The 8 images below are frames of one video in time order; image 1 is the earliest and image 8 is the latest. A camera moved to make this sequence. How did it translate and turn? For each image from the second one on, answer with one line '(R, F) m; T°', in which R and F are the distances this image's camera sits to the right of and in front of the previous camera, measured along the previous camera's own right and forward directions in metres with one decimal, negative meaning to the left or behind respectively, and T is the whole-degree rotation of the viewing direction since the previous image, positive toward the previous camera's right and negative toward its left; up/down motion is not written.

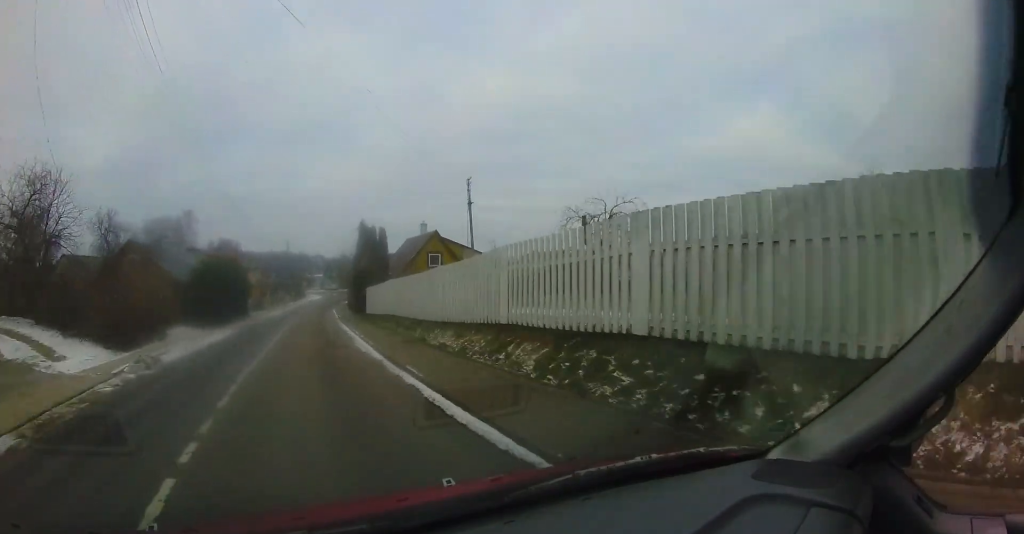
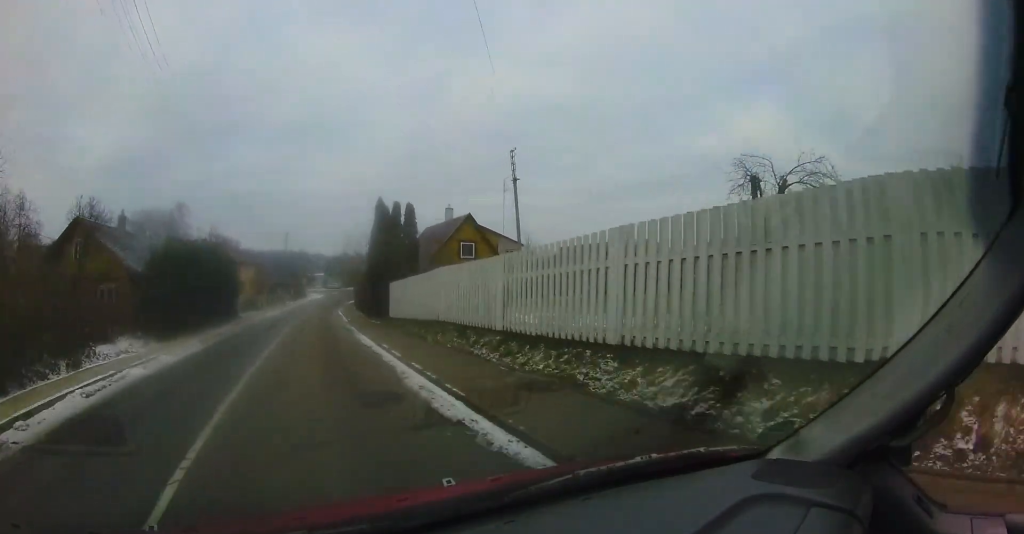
(+0.1, +6.7) m; +1°
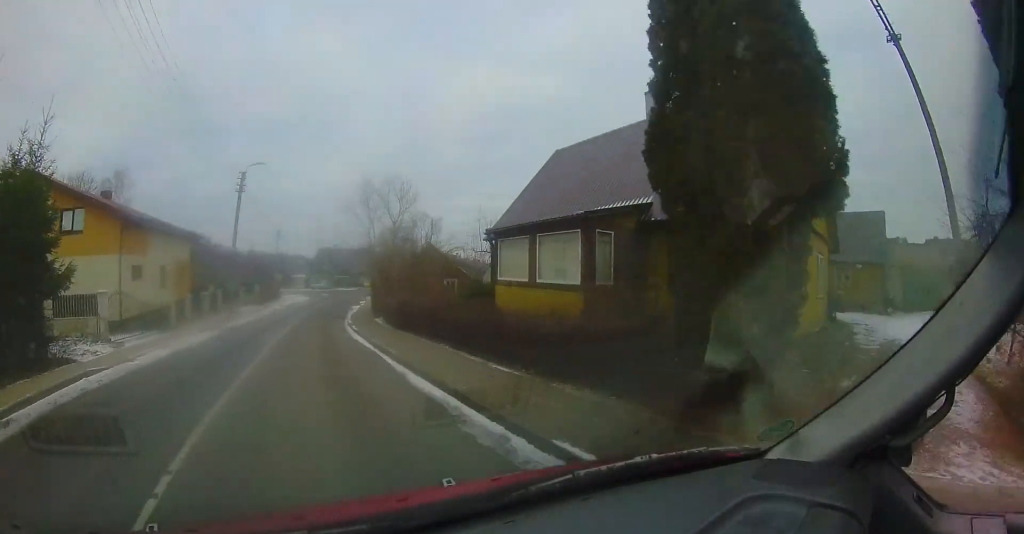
(+0.7, +21.9) m; +2°
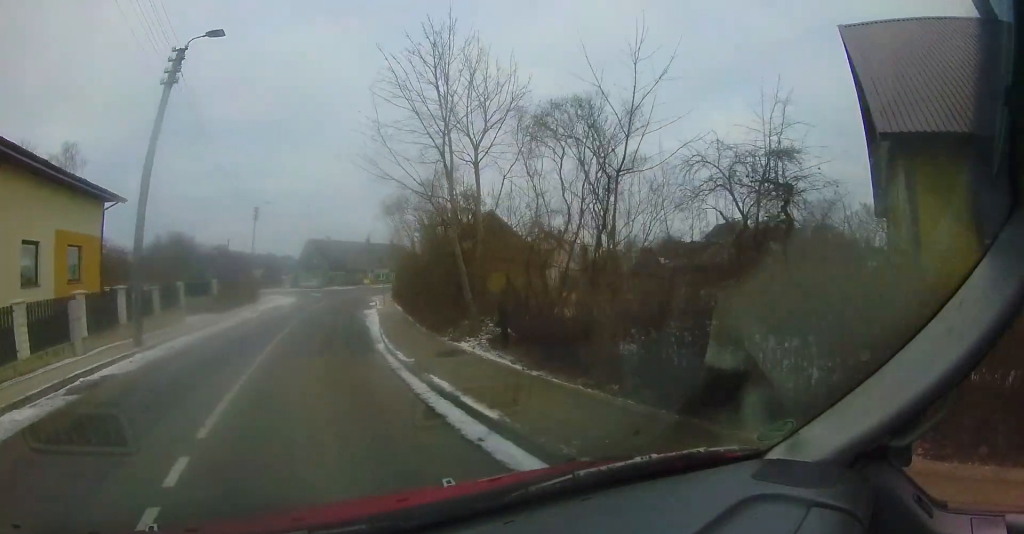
(0.0, +12.6) m; +1°
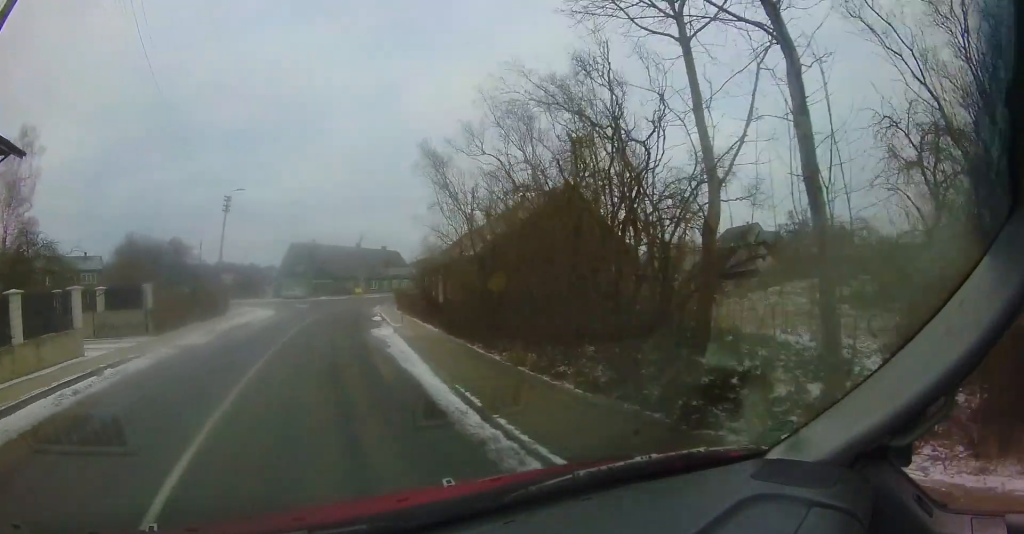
(+0.2, +7.8) m; +3°
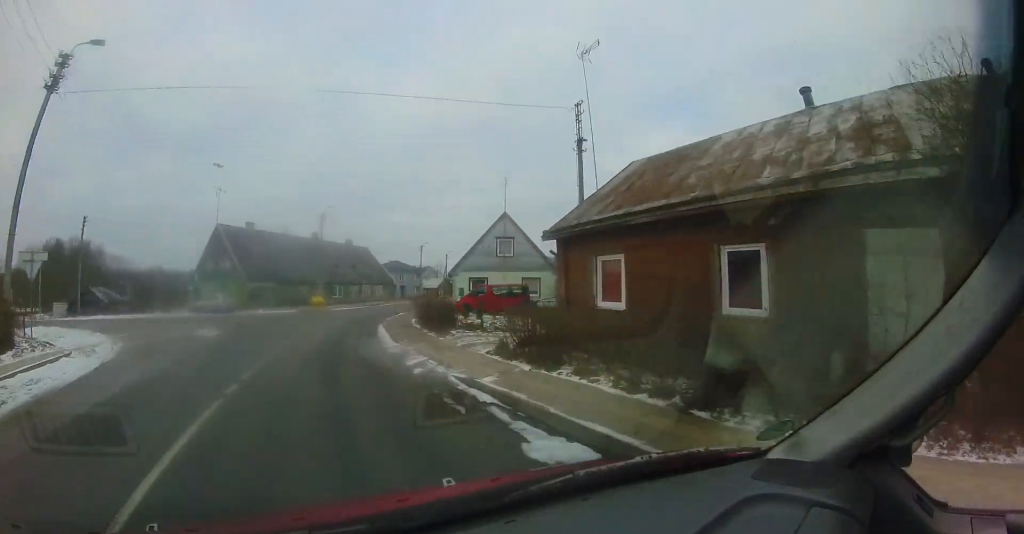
(+1.4, +19.8) m; +9°
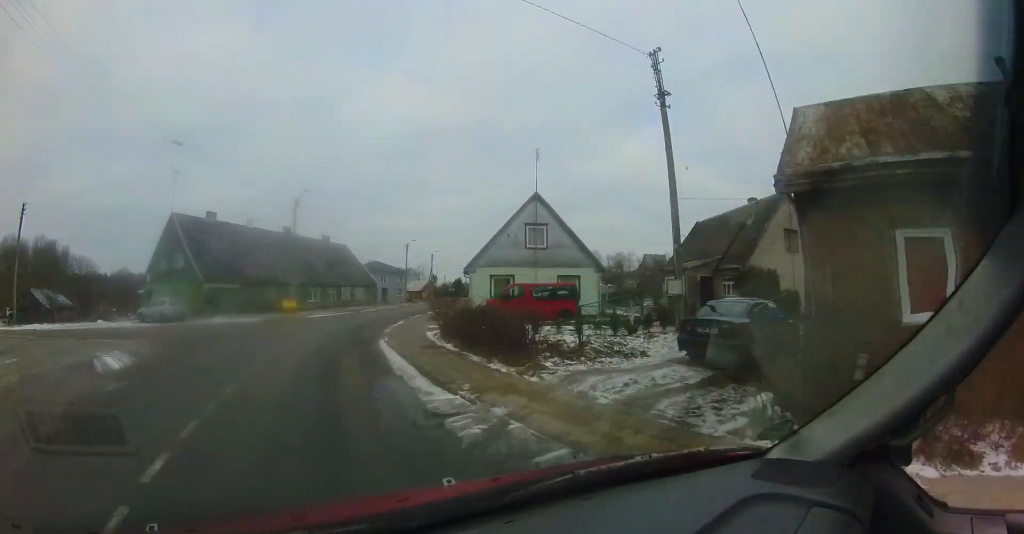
(0.0, +6.3) m; +4°
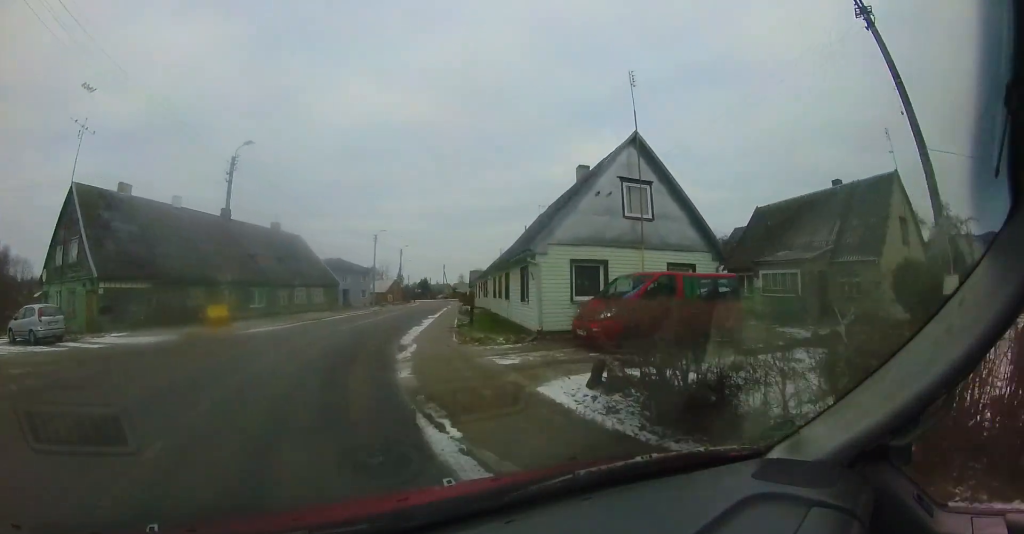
(+0.6, +9.0) m; +11°
